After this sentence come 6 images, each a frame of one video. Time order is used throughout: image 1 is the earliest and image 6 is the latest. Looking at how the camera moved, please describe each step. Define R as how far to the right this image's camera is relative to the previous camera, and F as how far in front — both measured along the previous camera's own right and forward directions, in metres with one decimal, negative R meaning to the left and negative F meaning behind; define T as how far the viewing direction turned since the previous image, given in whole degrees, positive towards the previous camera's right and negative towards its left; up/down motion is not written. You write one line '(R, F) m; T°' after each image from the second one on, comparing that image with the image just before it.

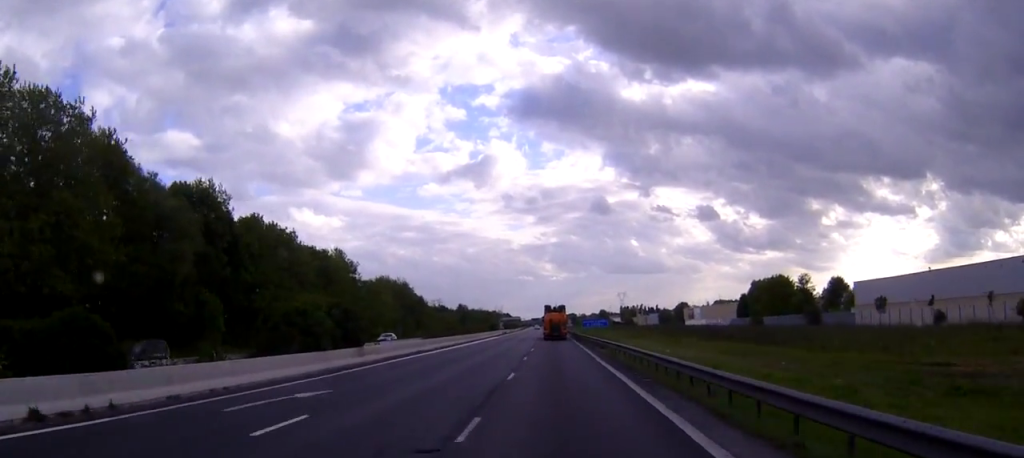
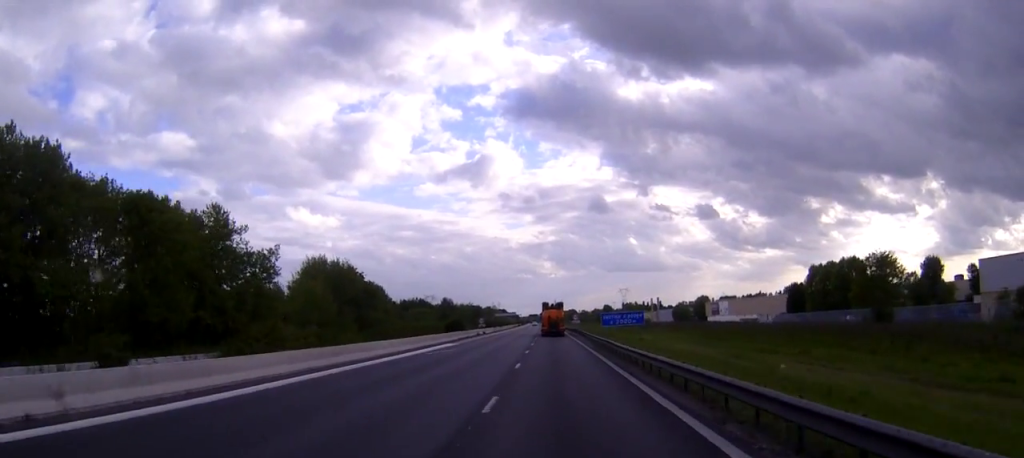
(-0.1, +48.8) m; 0°
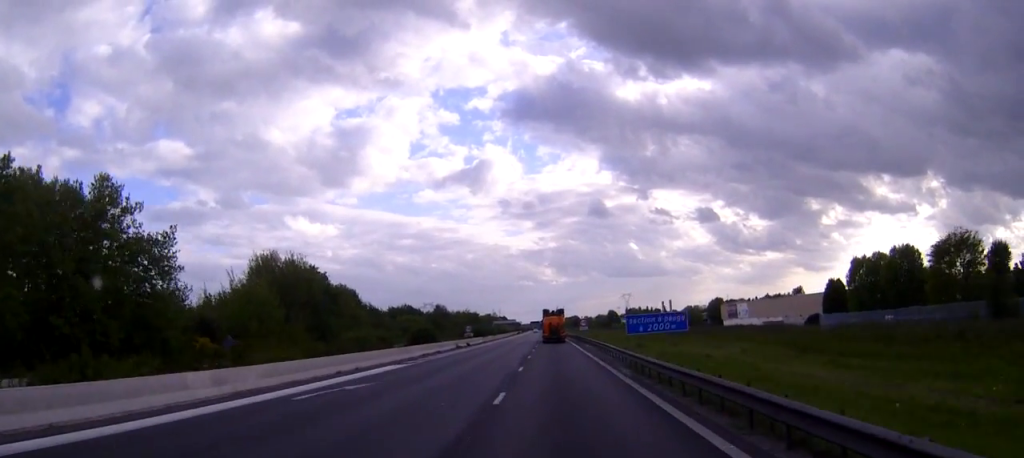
(+0.1, +23.4) m; 0°
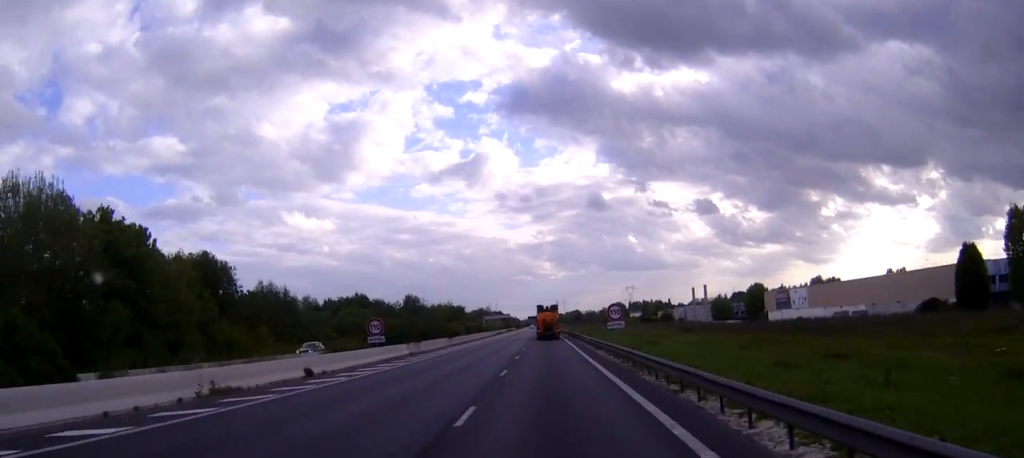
(-0.1, +55.8) m; 0°
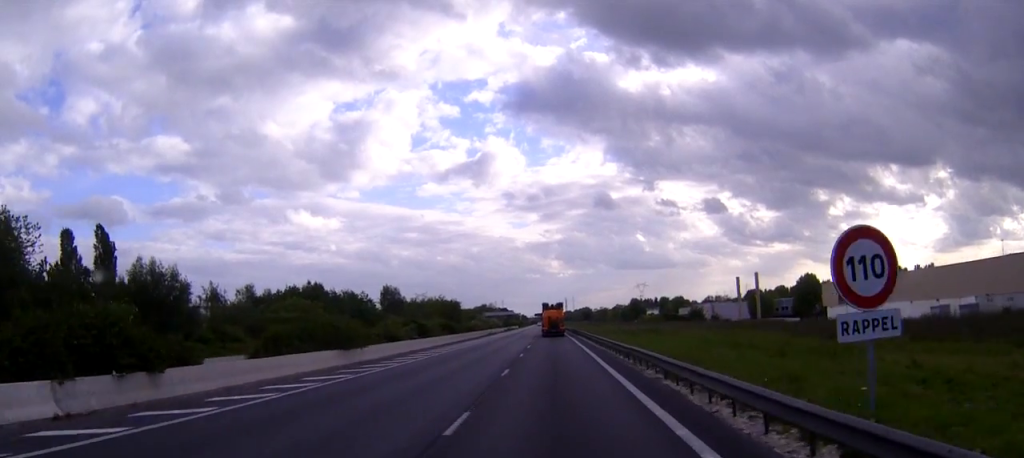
(-0.1, +40.4) m; 0°
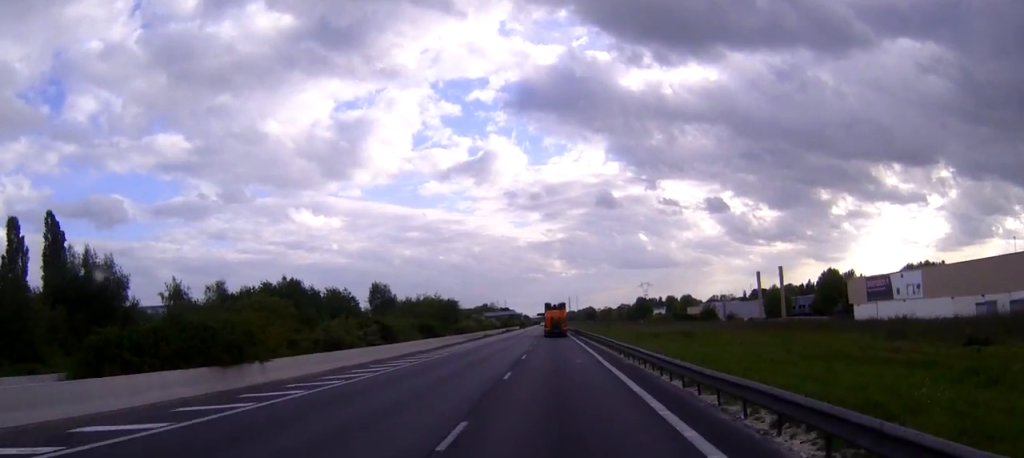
(-0.1, +14.2) m; 0°
